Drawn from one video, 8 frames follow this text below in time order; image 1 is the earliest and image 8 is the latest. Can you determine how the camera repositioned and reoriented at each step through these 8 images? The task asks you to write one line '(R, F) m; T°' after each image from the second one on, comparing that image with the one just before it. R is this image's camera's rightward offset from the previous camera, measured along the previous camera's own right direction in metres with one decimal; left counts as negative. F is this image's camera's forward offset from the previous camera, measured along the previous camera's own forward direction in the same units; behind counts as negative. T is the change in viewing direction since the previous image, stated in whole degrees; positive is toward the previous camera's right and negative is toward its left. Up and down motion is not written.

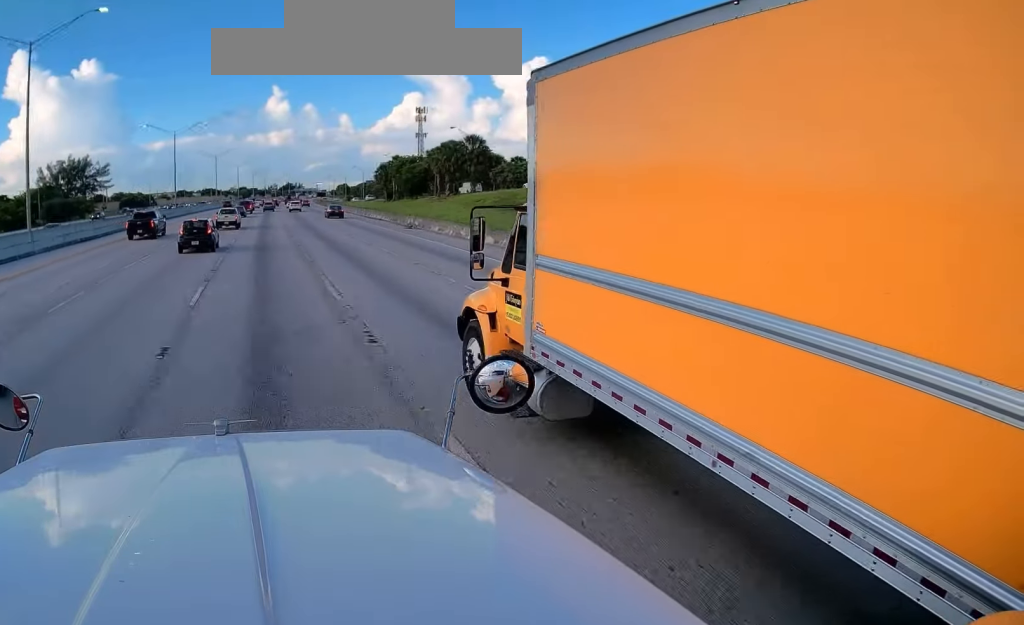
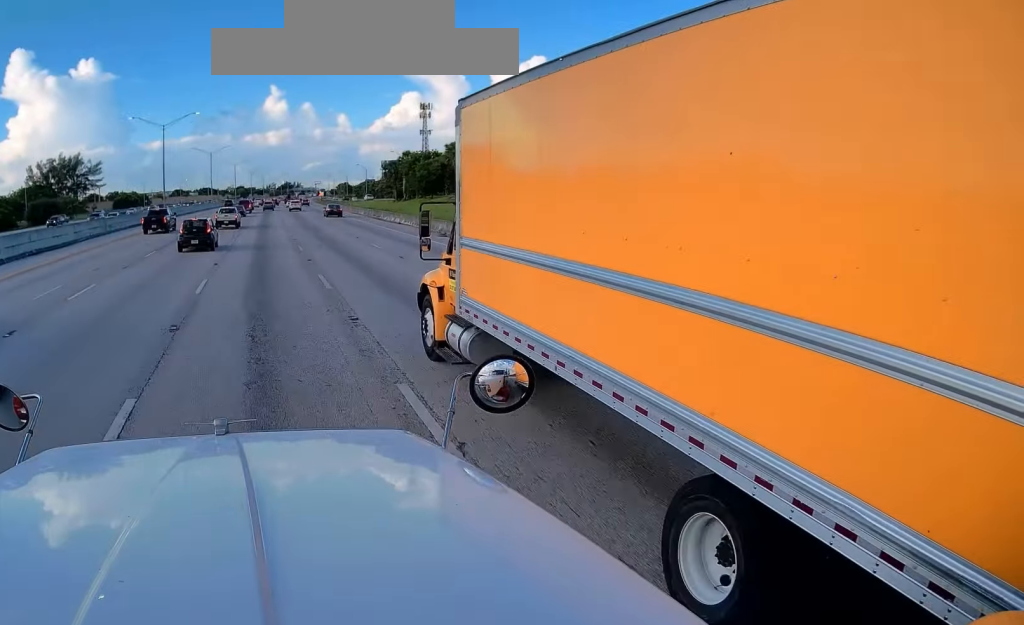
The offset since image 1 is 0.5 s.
(-0.1, +10.7) m; +1°
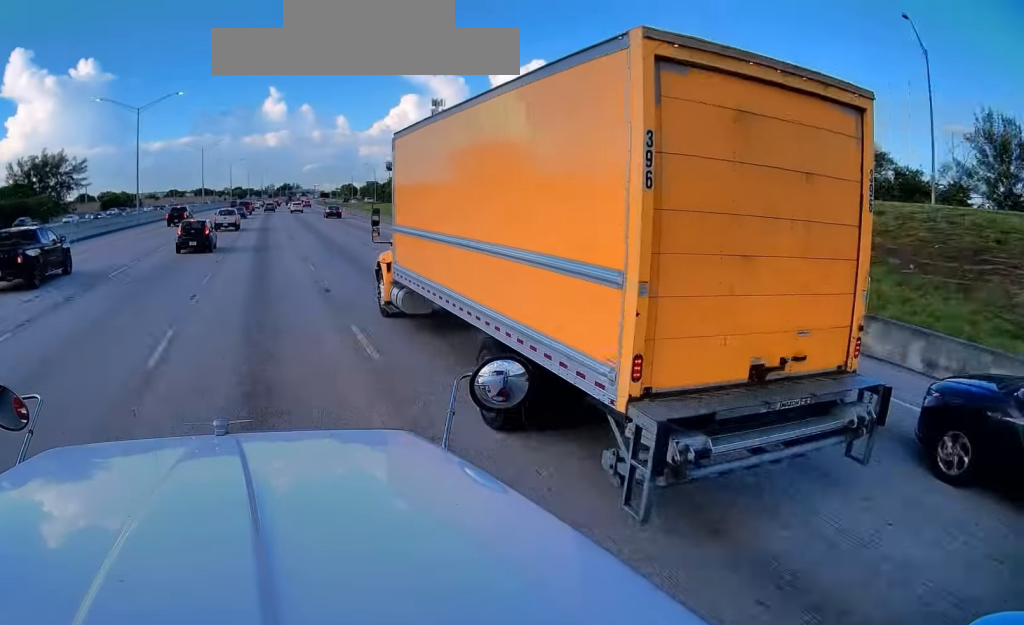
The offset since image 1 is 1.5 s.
(+0.5, +20.1) m; +1°
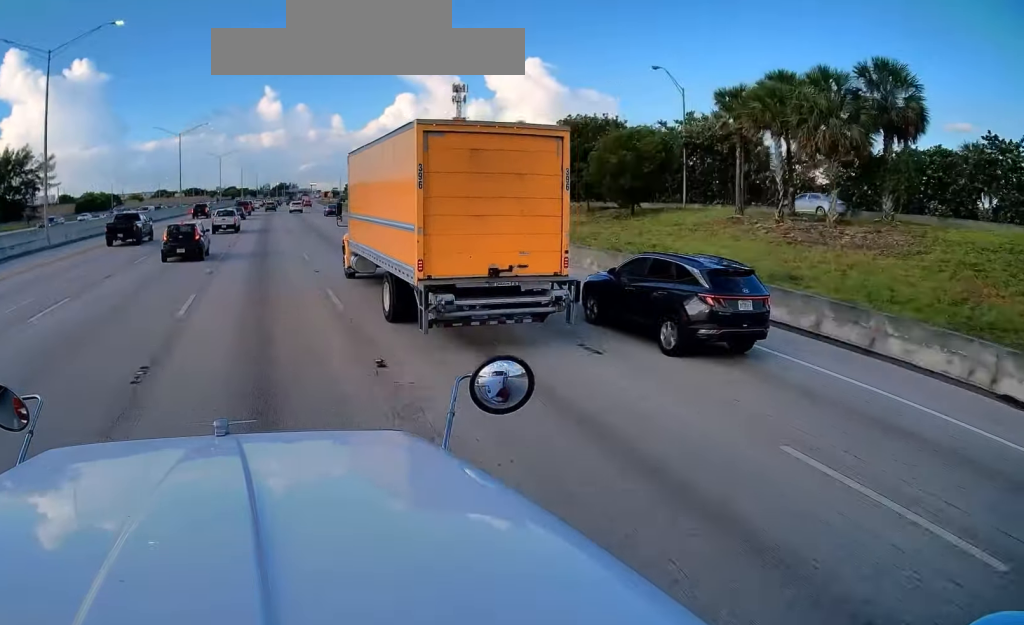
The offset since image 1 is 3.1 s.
(-0.3, +32.8) m; -1°
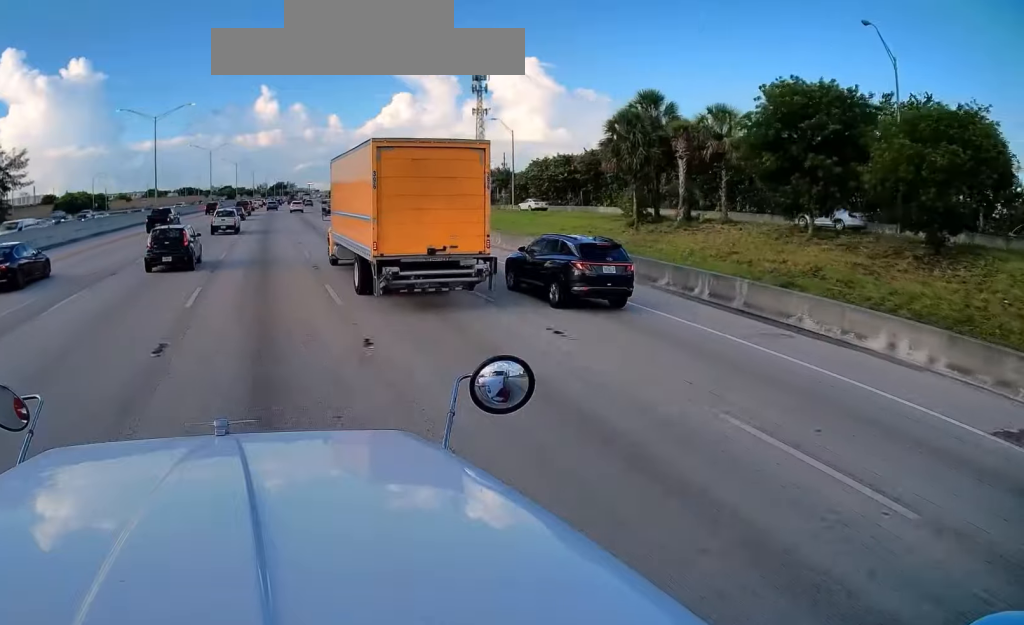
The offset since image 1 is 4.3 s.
(0.0, +23.1) m; 0°
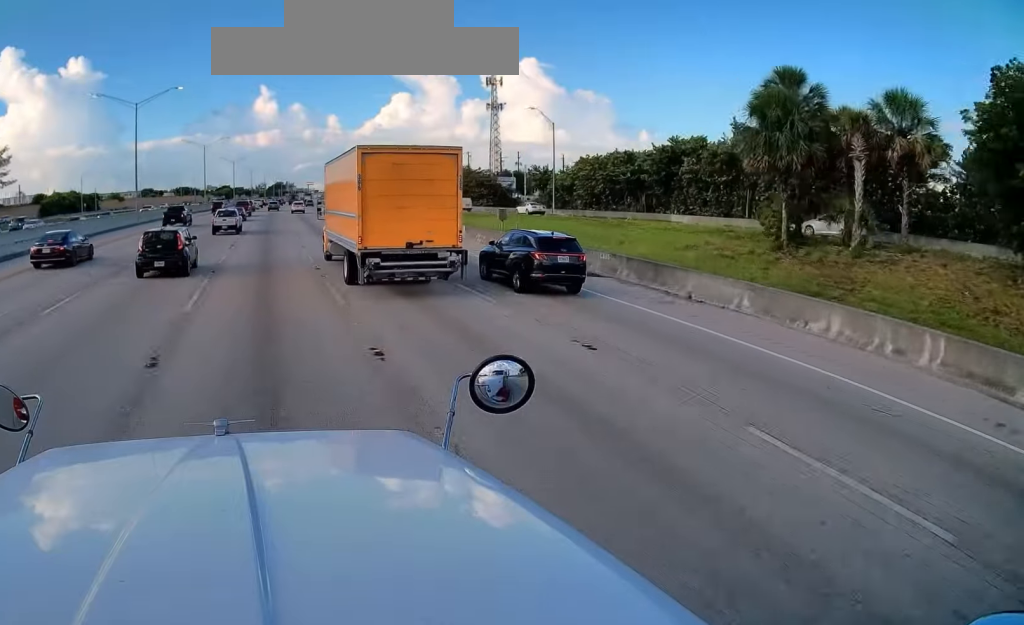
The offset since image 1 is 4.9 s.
(0.0, +13.2) m; 0°
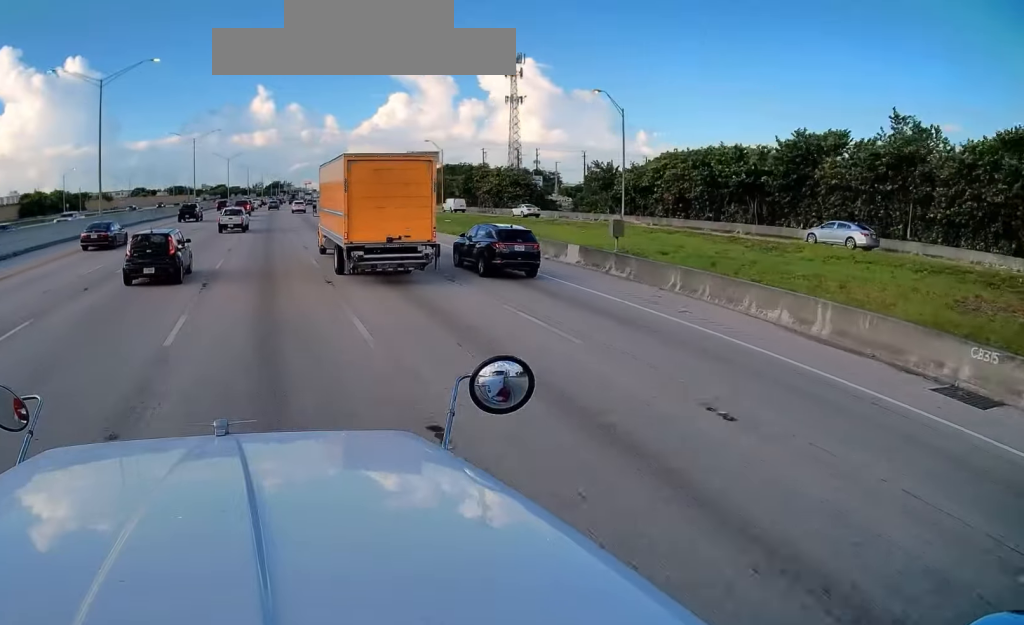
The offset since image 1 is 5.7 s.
(+0.3, +15.7) m; 0°
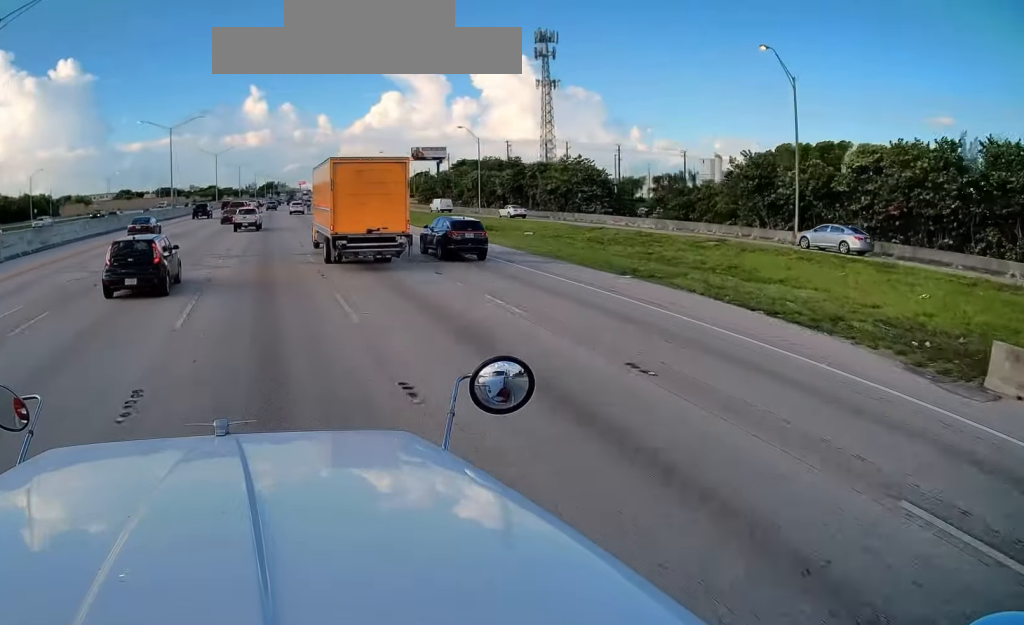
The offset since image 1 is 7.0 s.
(-0.3, +23.6) m; 0°
